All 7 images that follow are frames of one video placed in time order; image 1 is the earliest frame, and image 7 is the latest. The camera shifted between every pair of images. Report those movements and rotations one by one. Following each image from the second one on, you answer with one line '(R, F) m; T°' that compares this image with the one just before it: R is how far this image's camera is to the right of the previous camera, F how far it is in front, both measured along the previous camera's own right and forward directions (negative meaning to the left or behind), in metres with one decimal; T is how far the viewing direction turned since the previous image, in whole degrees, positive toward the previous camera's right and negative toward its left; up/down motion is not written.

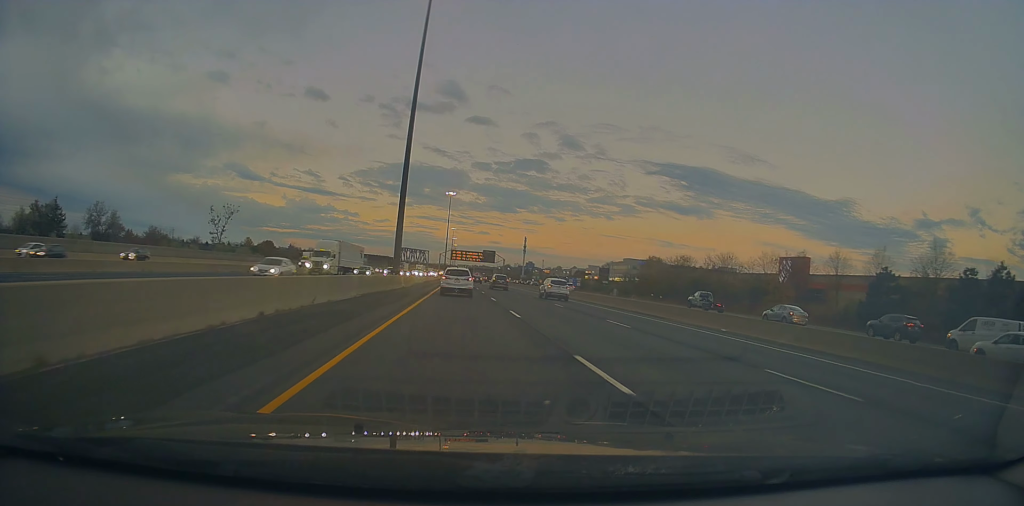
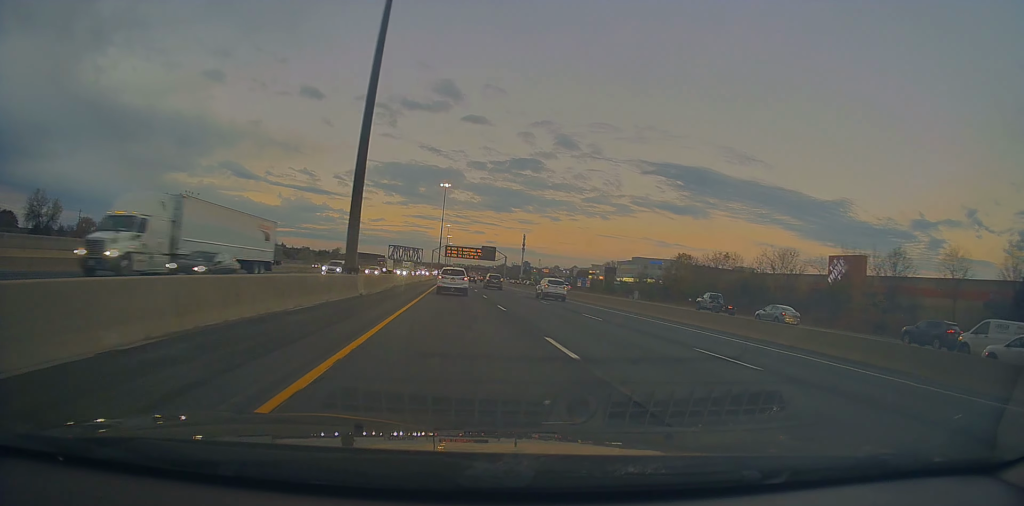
(0.0, +21.0) m; -1°
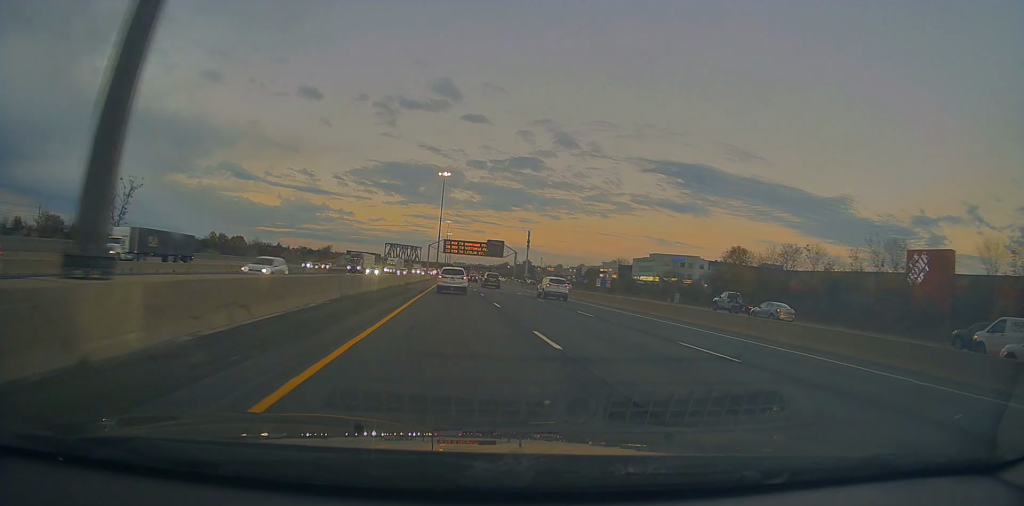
(-0.2, +23.4) m; -1°
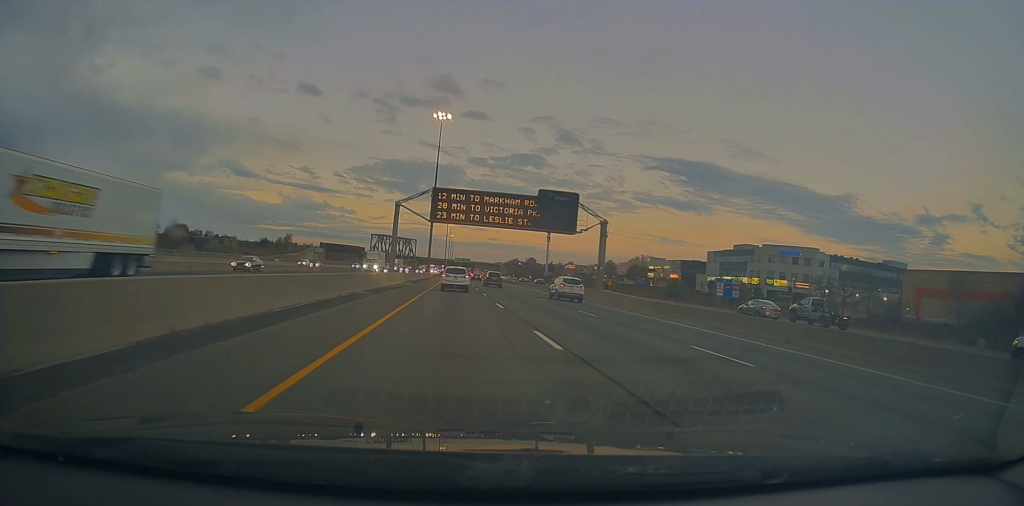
(+0.7, +73.2) m; +1°
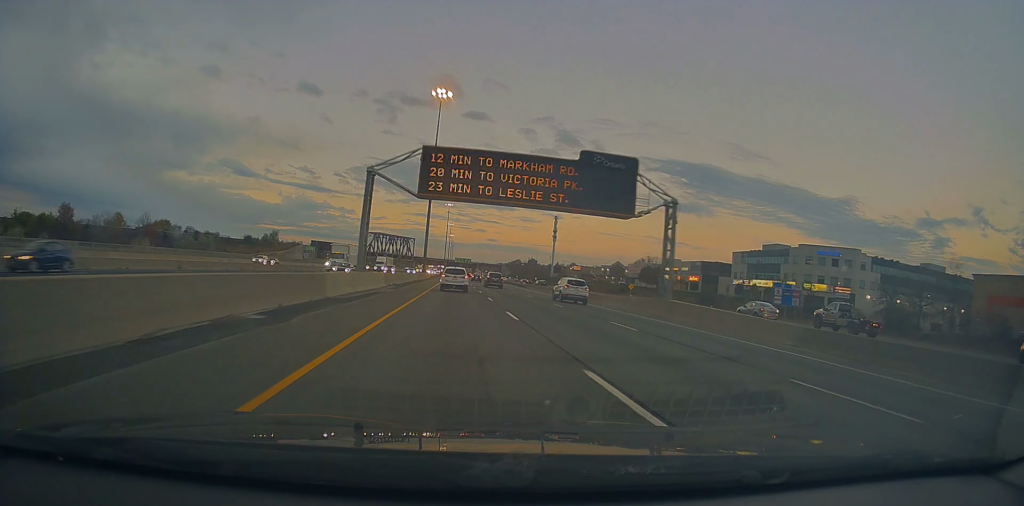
(+0.1, +17.0) m; 0°
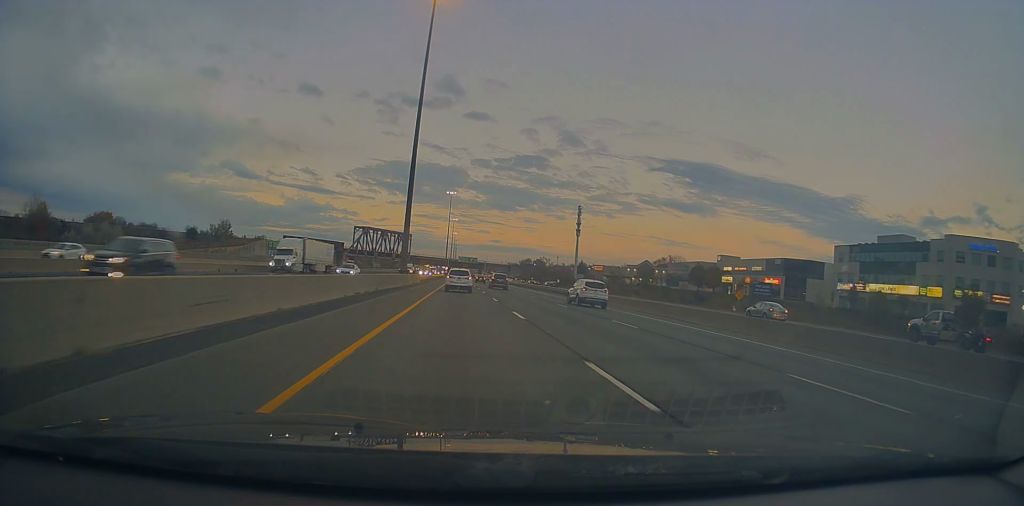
(-0.7, +46.7) m; -1°
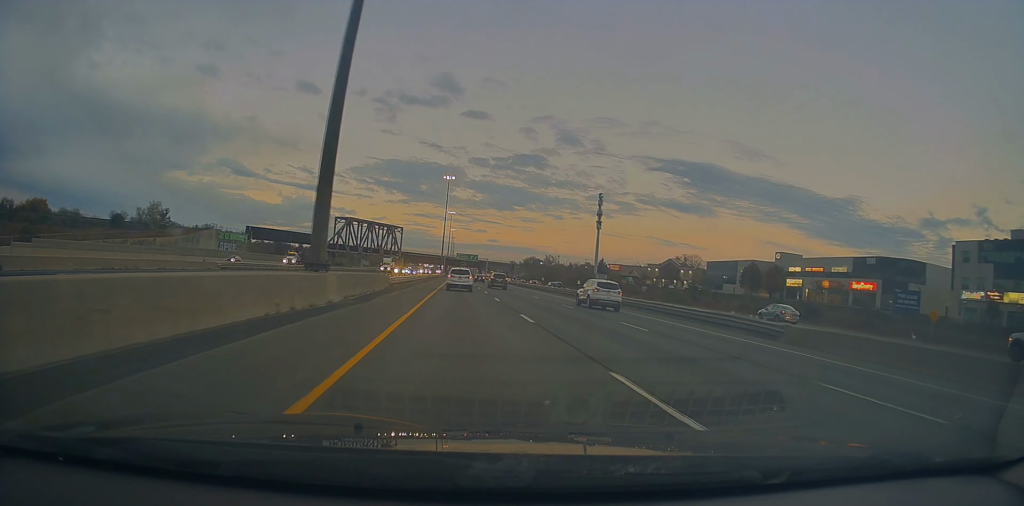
(-0.1, +36.7) m; 0°
